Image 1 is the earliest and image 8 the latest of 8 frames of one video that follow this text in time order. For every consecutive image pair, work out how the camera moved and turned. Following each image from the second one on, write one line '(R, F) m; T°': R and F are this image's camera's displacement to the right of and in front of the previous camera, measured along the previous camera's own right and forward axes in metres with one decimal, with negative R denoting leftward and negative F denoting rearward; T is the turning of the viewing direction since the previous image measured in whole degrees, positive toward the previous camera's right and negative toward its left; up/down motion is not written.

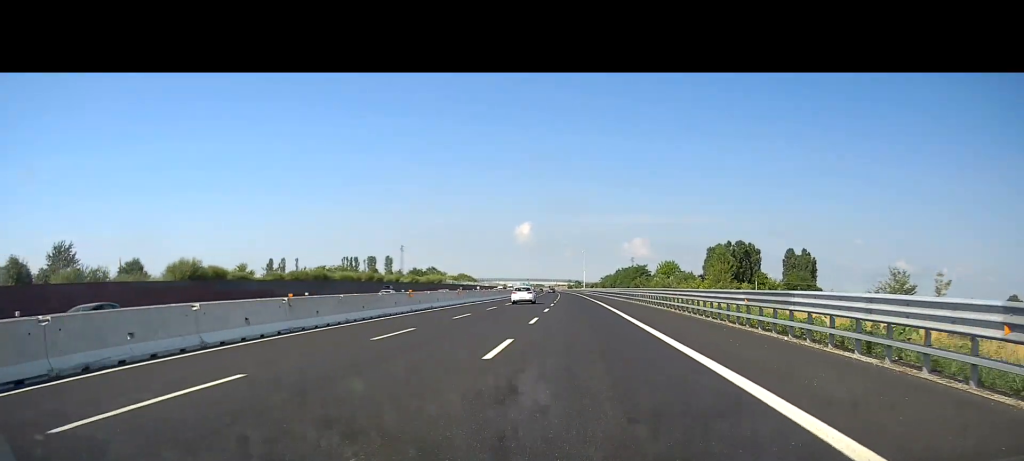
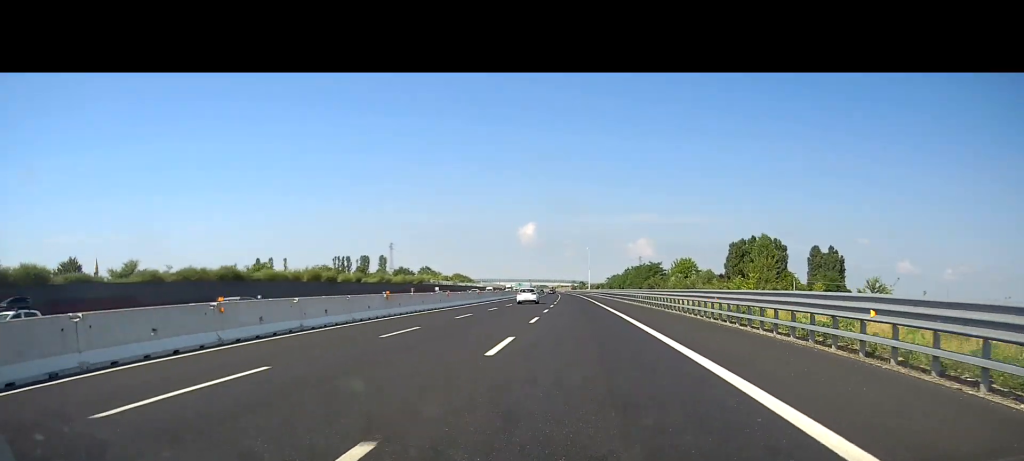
(-0.2, +22.8) m; 0°
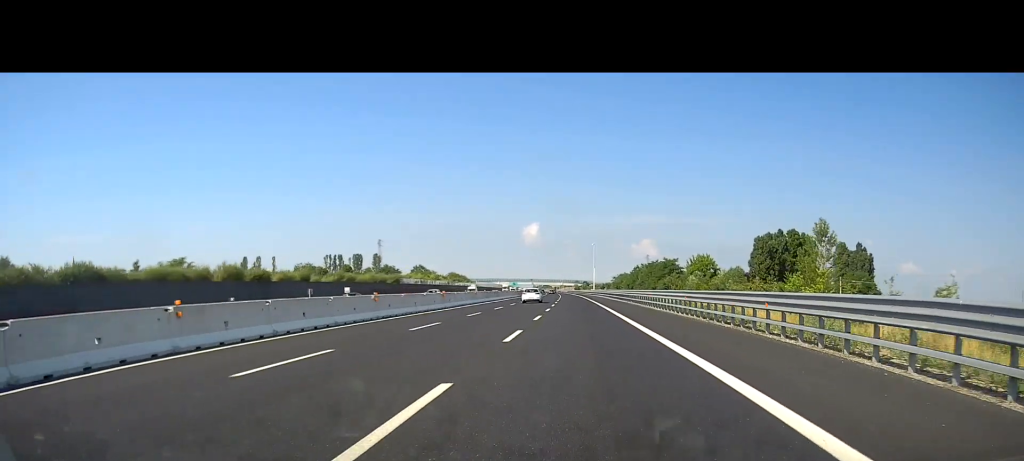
(-0.1, +20.2) m; 0°
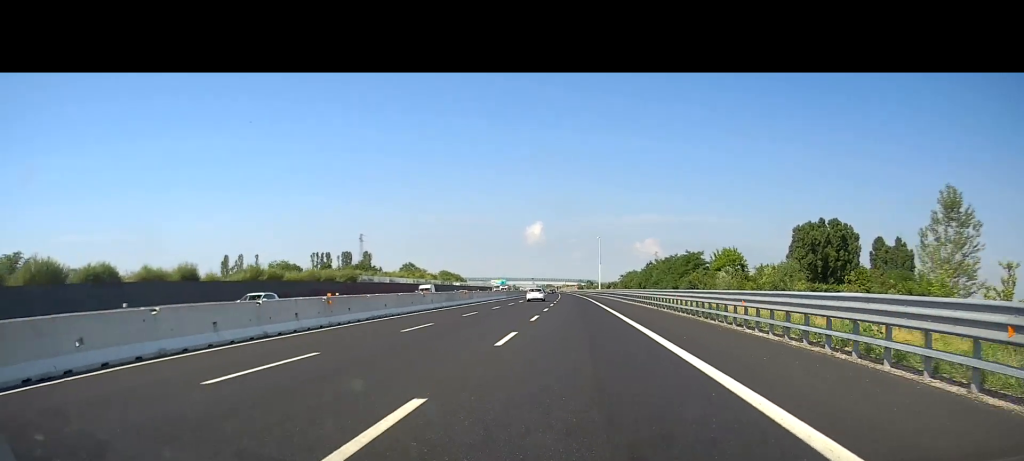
(+0.2, +24.6) m; 0°
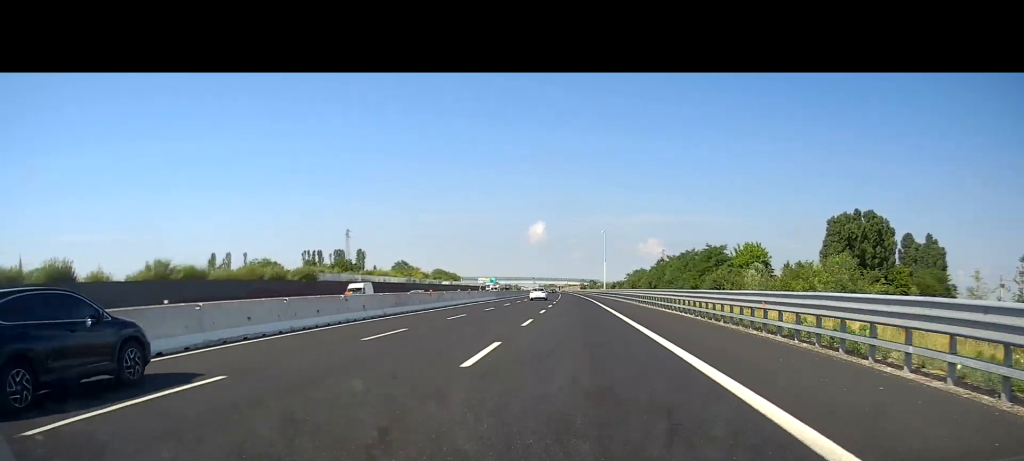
(+0.1, +15.8) m; 0°
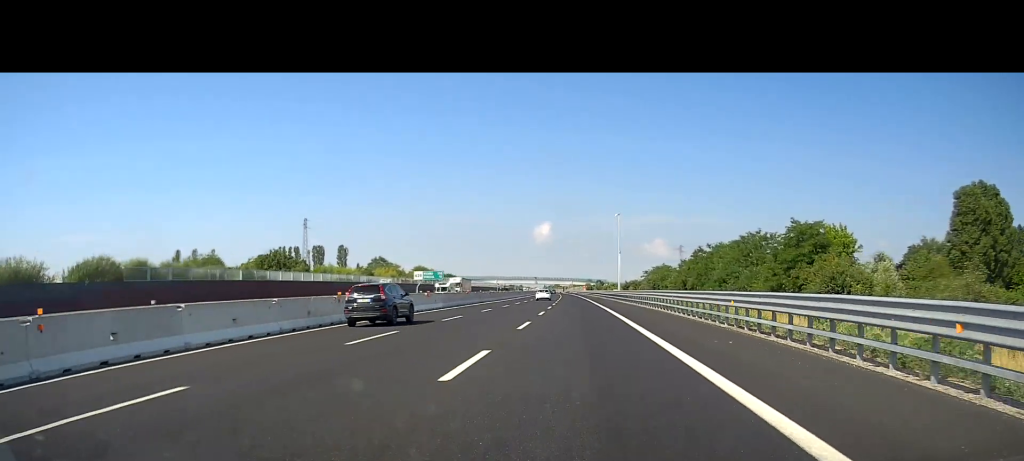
(-0.5, +37.0) m; -1°
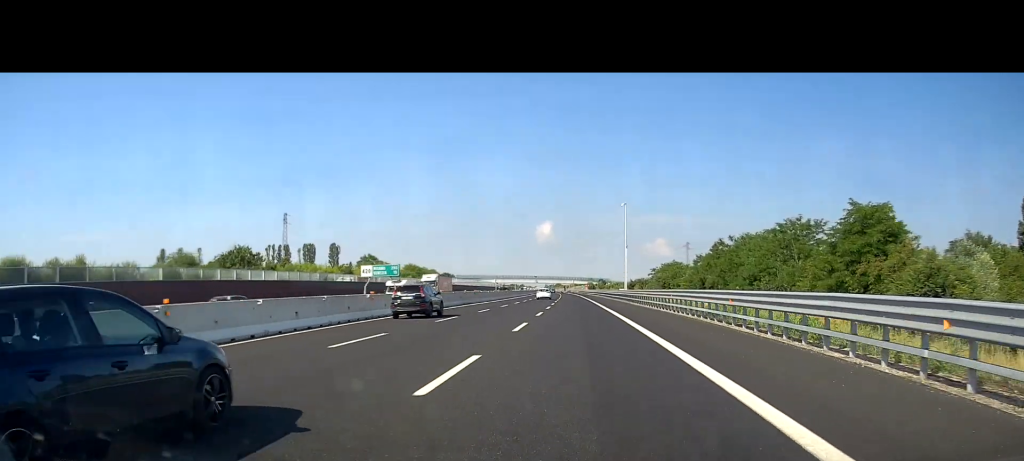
(-0.1, +13.2) m; 0°
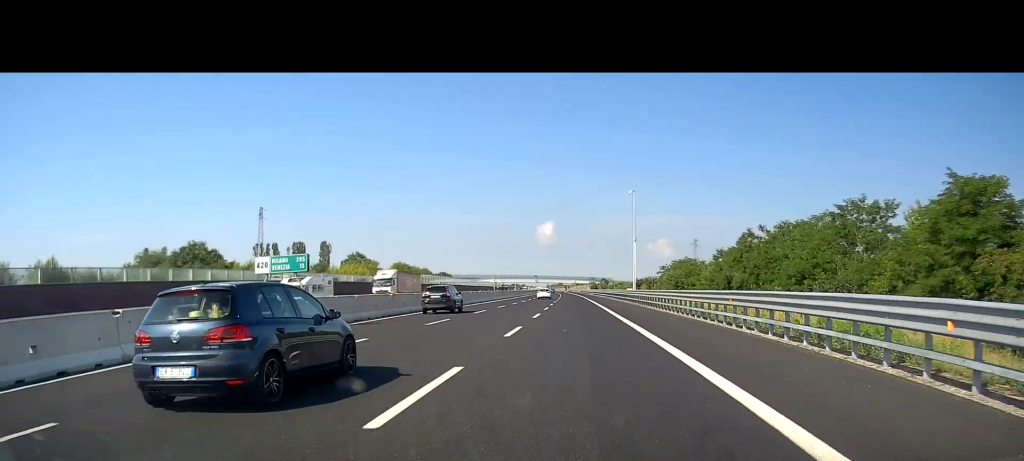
(+0.1, +13.2) m; 0°
